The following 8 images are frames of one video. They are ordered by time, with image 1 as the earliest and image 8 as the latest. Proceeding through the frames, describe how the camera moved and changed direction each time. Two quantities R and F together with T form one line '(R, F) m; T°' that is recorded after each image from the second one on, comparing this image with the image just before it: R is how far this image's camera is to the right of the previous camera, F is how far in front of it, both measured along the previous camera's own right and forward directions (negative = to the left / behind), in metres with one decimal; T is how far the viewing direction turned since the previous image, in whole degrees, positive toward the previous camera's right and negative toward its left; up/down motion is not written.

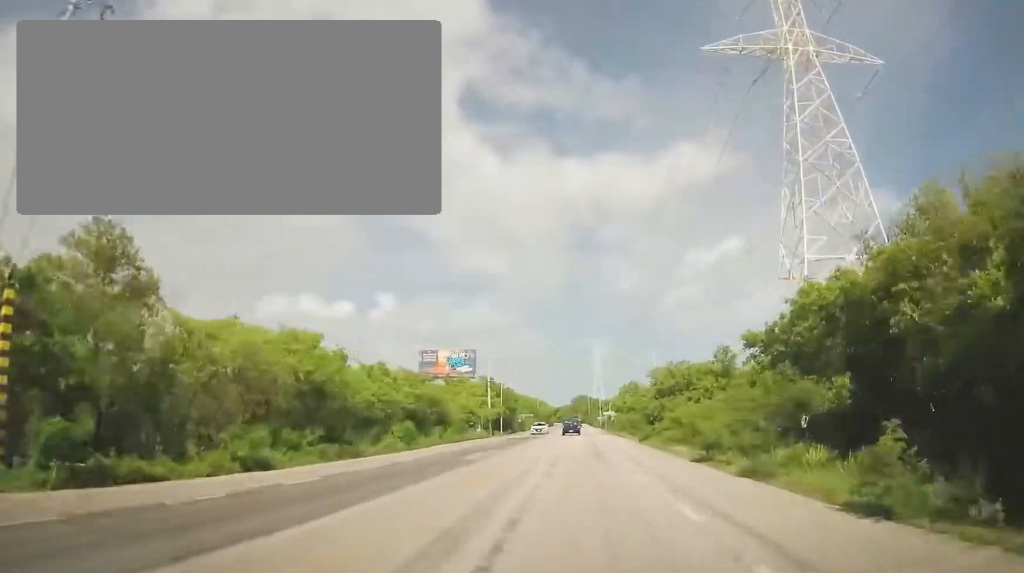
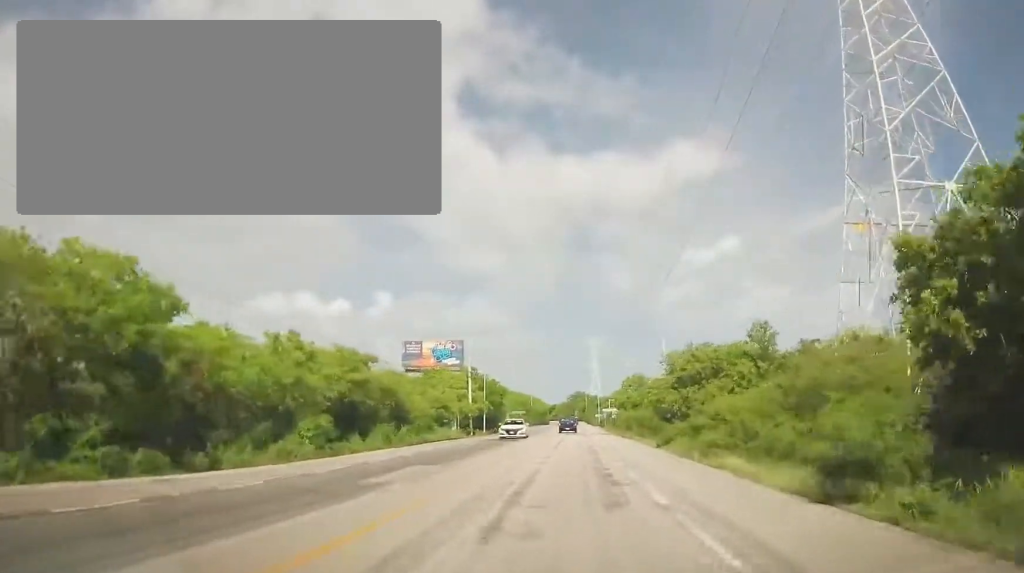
(-0.2, +10.8) m; +1°
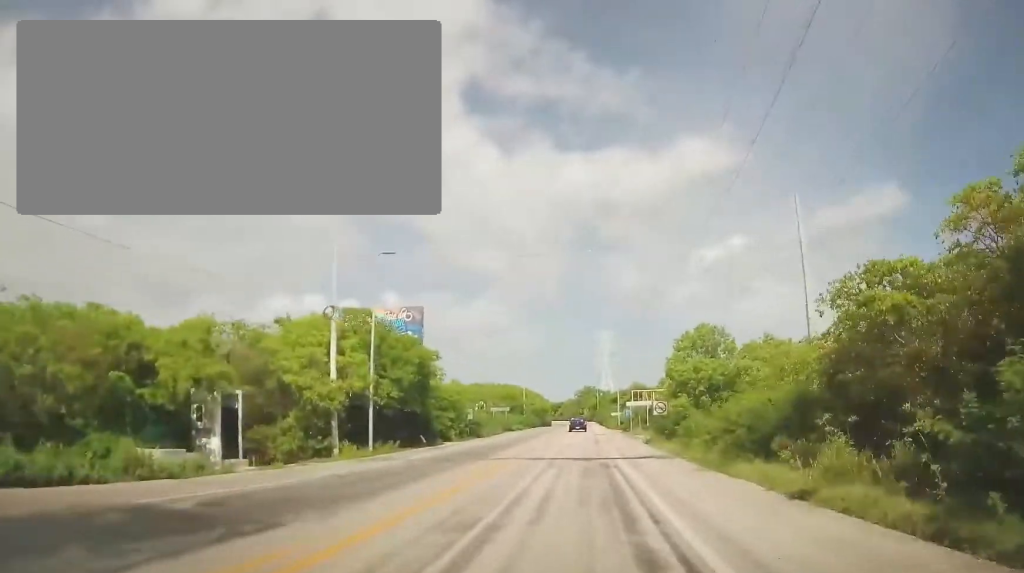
(+0.5, +36.4) m; -1°
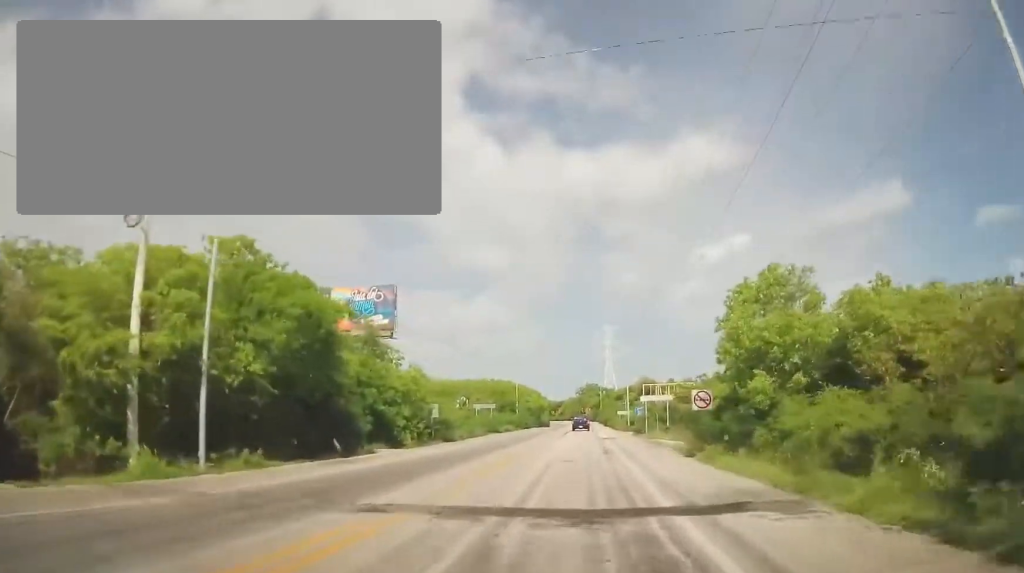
(-0.1, +13.2) m; -1°
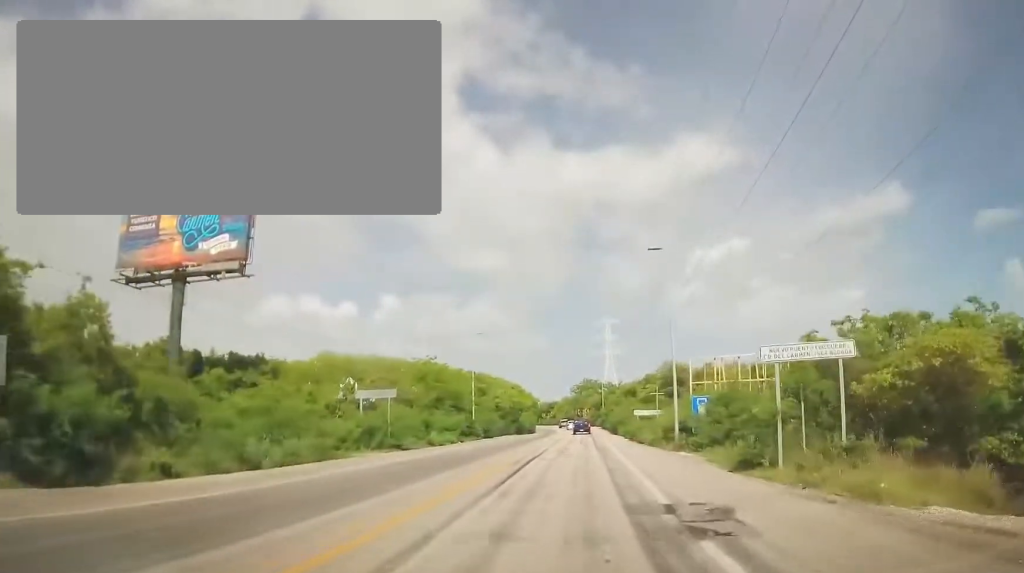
(+0.1, +32.8) m; 0°
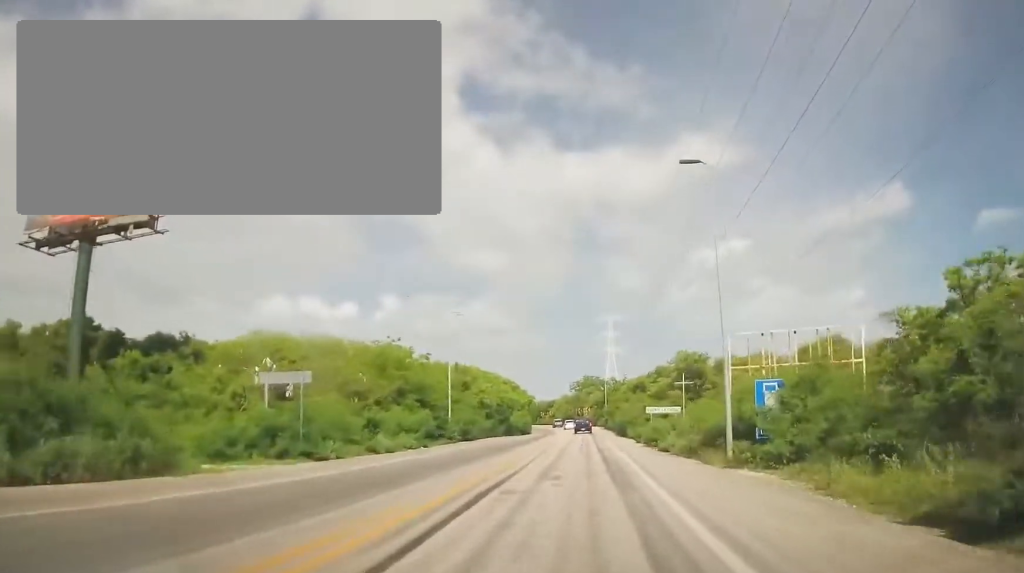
(0.0, +10.0) m; 0°
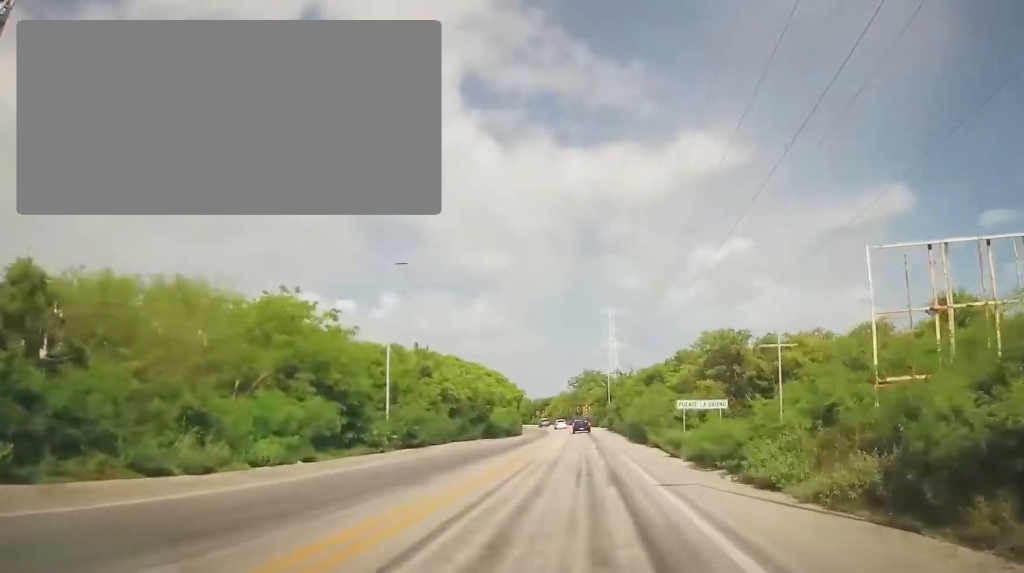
(+0.1, +14.3) m; -1°
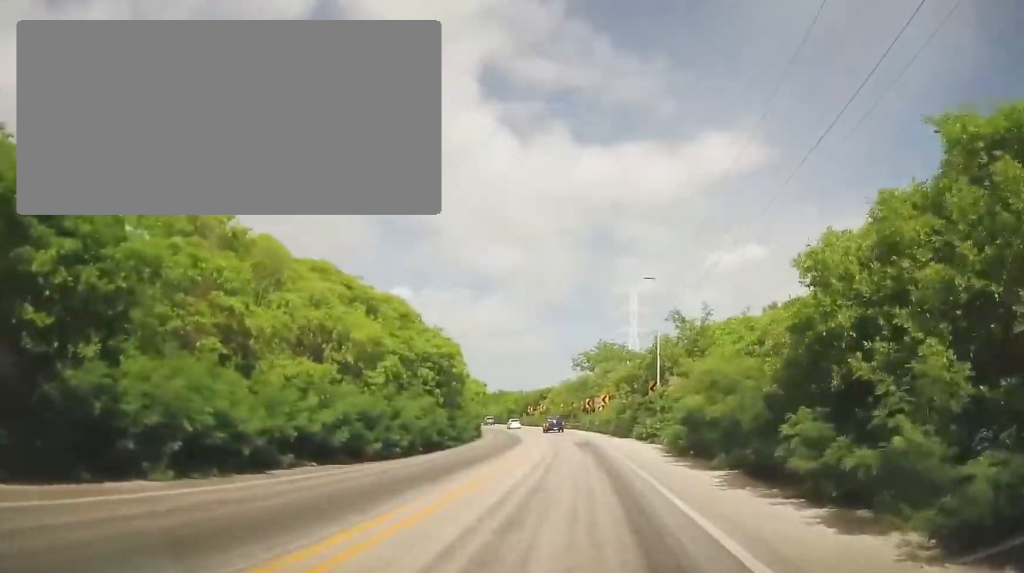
(+1.1, +46.1) m; +2°
